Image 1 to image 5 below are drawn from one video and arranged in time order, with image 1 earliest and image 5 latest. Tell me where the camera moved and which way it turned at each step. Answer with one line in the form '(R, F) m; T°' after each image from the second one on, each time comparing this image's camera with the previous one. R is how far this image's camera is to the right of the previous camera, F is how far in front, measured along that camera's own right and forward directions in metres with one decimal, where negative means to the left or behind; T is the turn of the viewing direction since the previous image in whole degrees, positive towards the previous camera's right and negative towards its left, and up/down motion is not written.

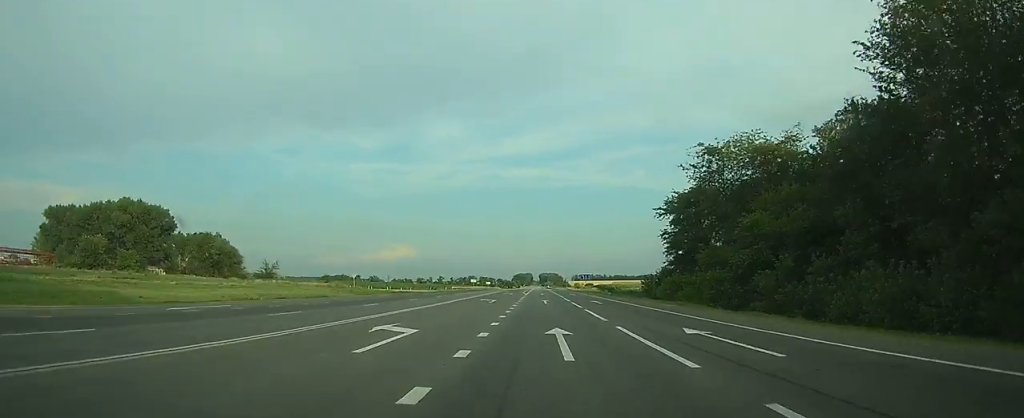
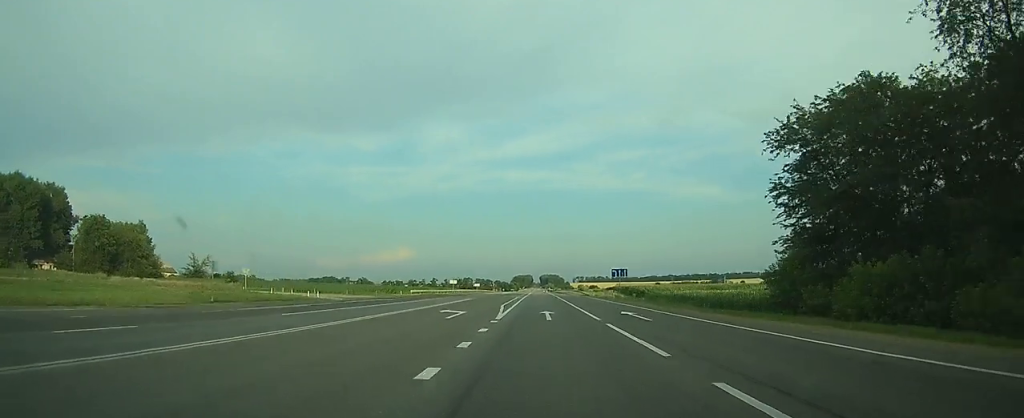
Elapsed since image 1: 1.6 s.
(0.0, +49.1) m; 0°
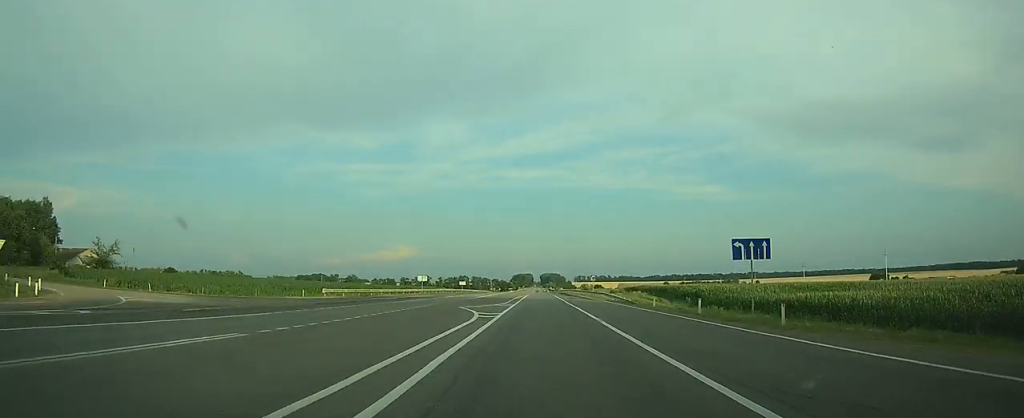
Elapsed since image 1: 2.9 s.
(0.0, +41.2) m; 0°
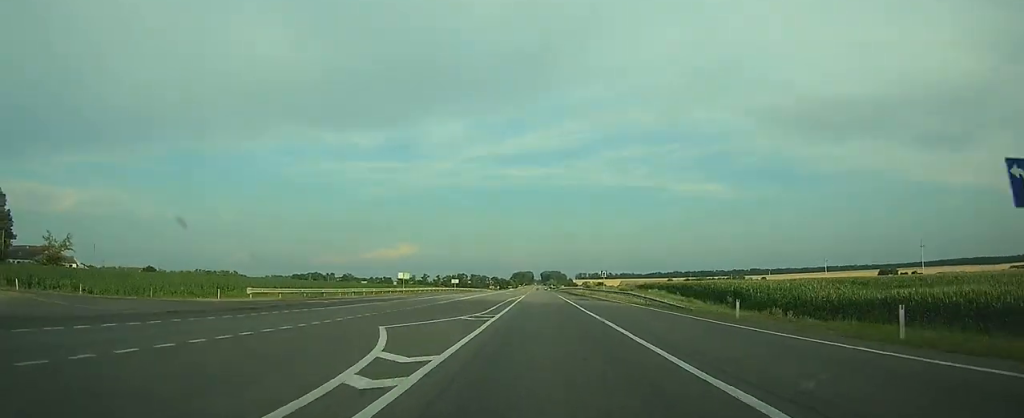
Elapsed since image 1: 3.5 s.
(0.0, +15.8) m; 0°
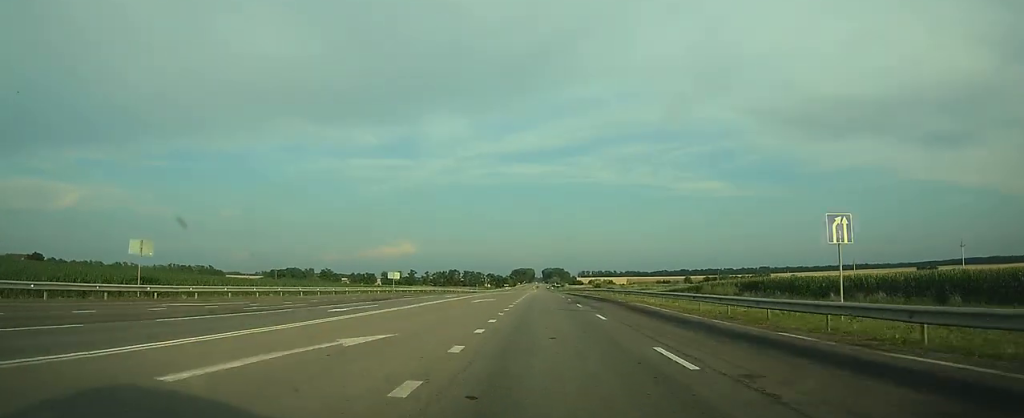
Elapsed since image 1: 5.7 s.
(0.0, +66.3) m; 0°
